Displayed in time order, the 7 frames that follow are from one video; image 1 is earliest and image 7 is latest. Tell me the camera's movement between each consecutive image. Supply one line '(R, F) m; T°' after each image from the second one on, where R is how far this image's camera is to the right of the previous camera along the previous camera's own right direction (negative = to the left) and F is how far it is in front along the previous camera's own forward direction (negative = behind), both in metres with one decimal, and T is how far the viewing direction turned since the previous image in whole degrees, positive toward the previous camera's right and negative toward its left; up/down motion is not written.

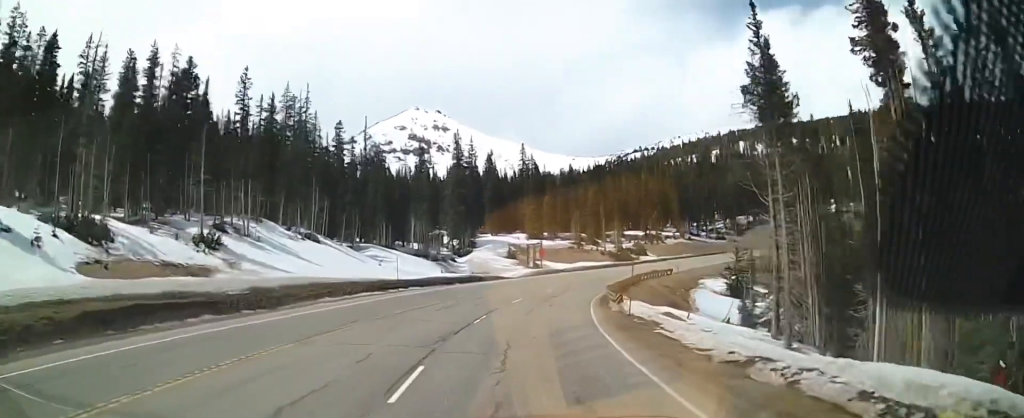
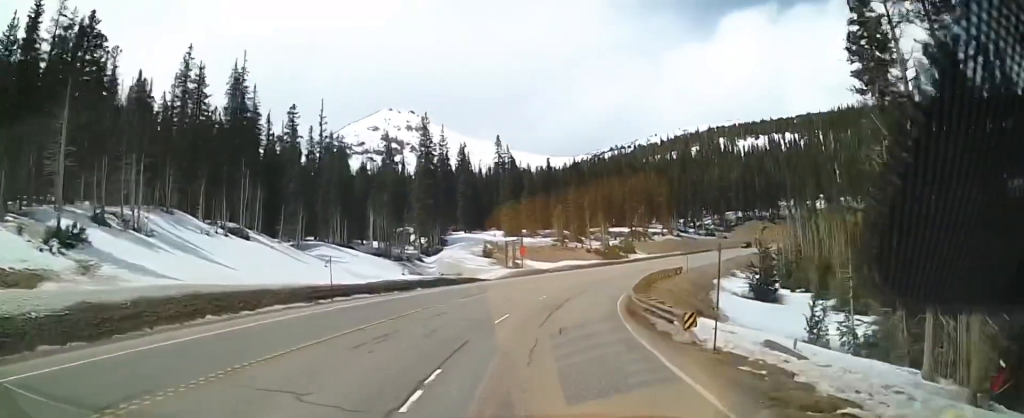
(+0.3, +12.5) m; +4°
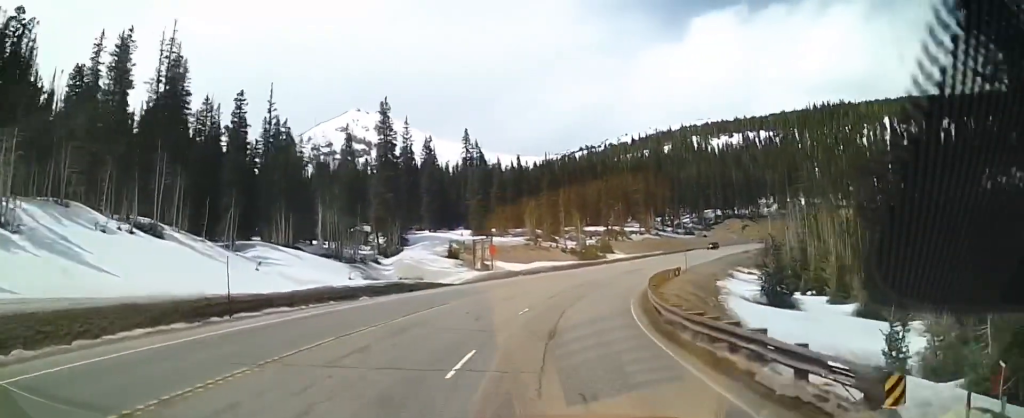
(0.0, +9.3) m; +4°
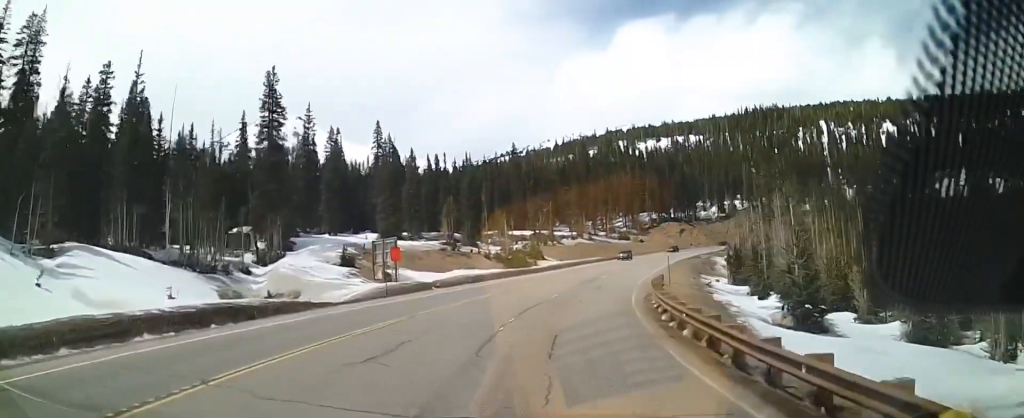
(+1.5, +16.7) m; +7°
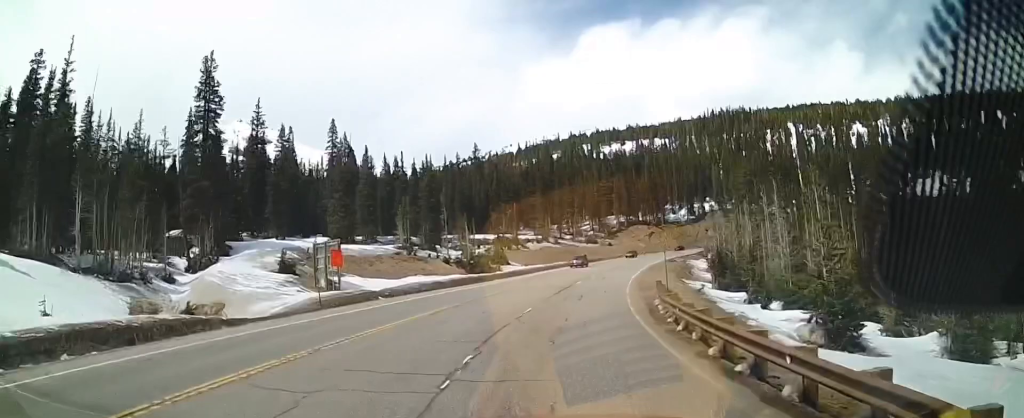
(+0.1, +7.4) m; +2°
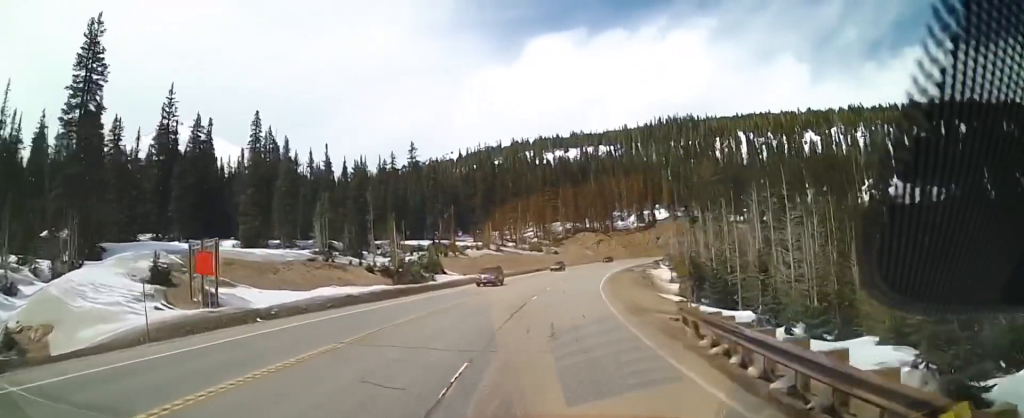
(+0.4, +12.2) m; +4°
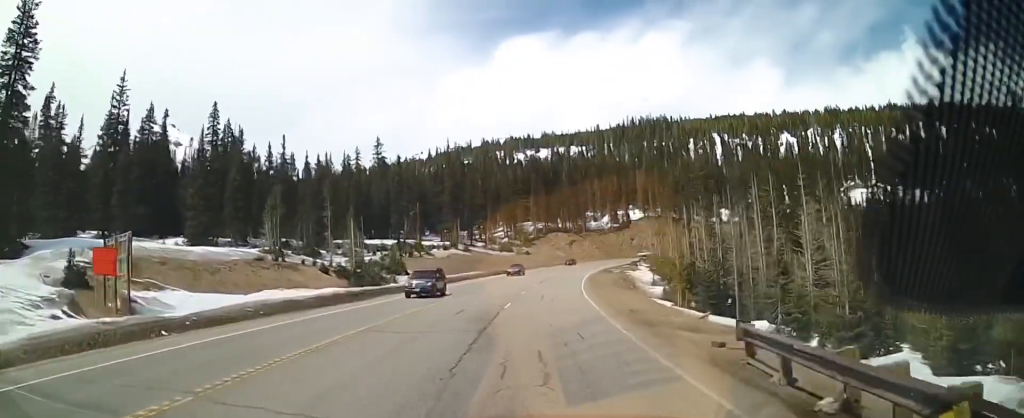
(+0.1, +6.6) m; +3°
